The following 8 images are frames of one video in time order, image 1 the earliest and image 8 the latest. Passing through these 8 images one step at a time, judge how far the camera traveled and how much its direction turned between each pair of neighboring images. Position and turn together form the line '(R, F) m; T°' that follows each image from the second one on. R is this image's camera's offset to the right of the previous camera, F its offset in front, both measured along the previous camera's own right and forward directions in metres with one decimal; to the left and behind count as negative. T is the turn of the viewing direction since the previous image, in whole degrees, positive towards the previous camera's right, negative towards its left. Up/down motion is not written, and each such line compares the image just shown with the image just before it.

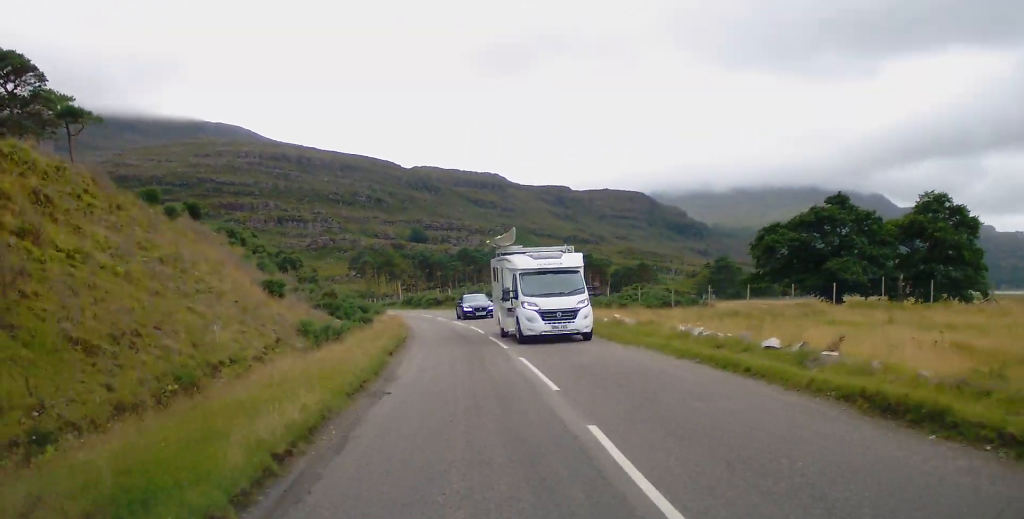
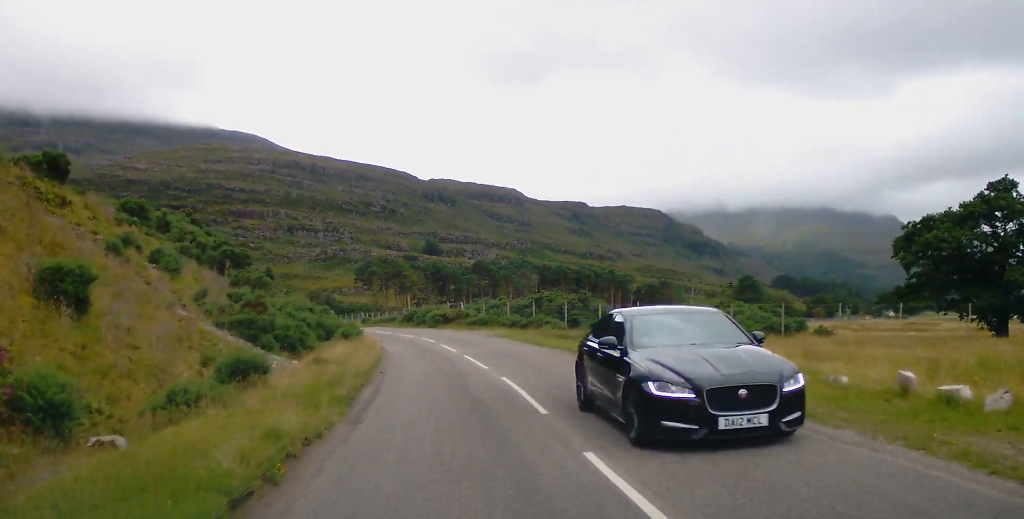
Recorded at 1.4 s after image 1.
(0.0, +19.1) m; -1°
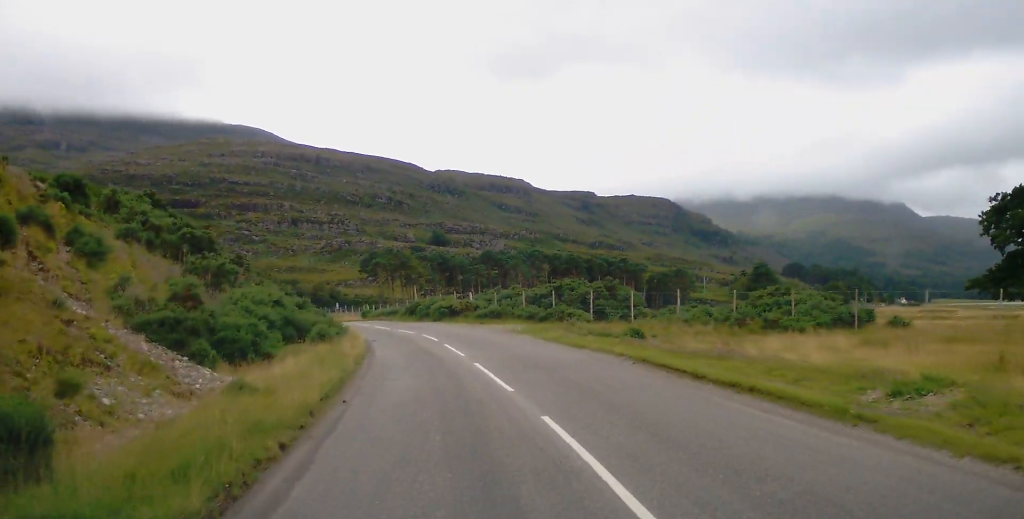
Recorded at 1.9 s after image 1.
(-0.1, +7.3) m; -1°
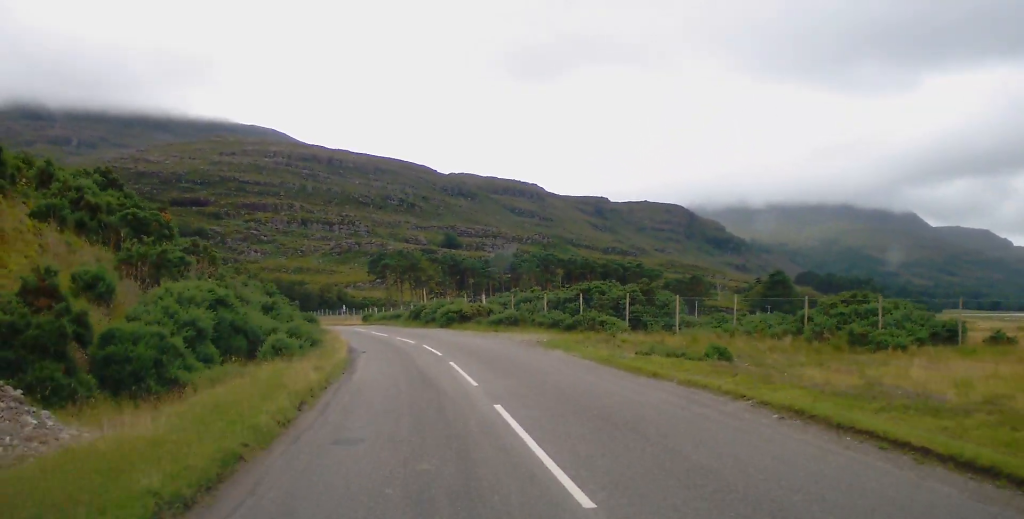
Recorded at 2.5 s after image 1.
(0.0, +7.4) m; -1°
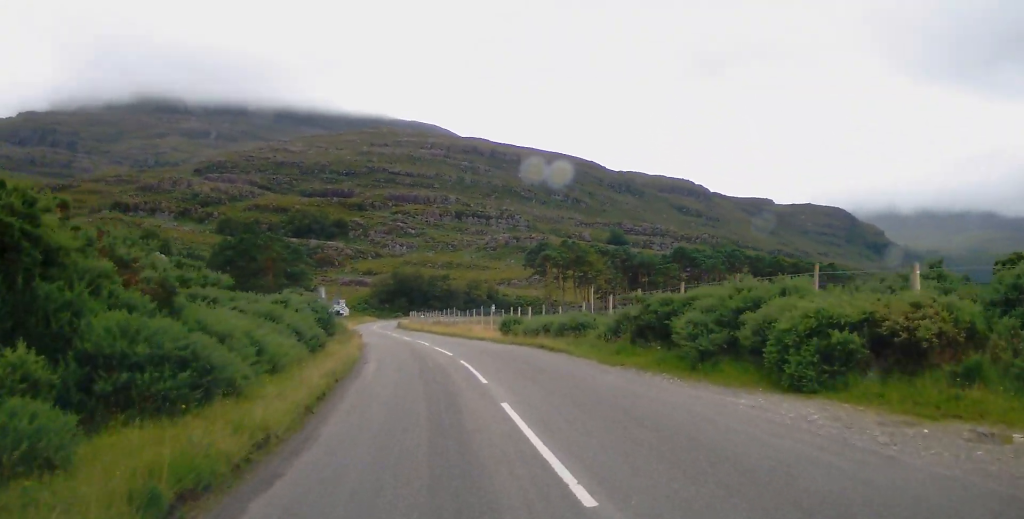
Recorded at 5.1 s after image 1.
(-3.2, +36.6) m; -11°
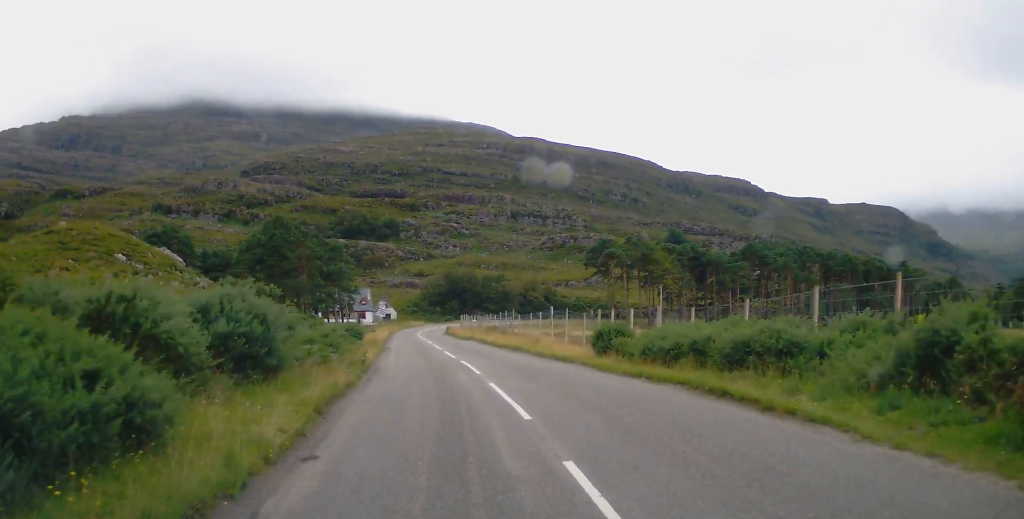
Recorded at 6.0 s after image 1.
(-0.5, +13.6) m; -3°
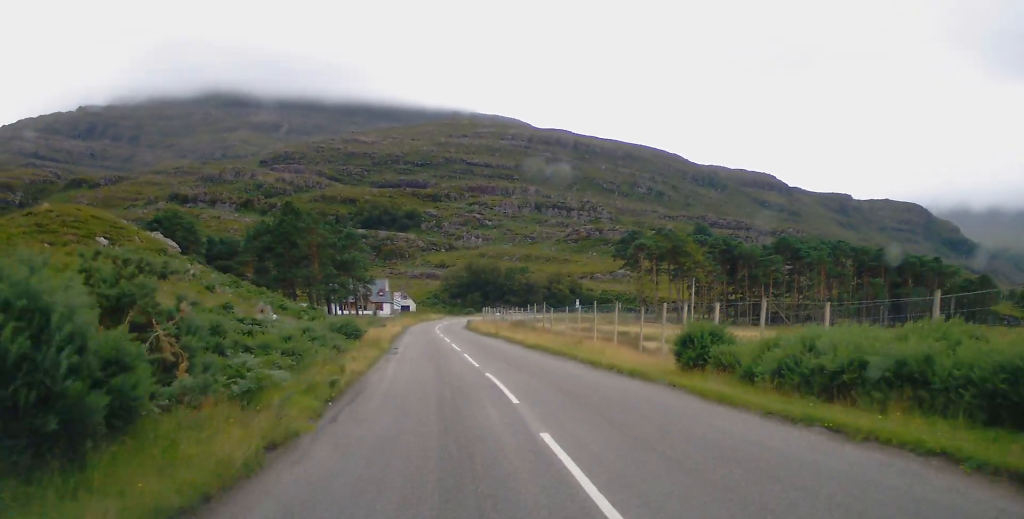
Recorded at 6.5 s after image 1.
(-0.1, +7.2) m; -1°
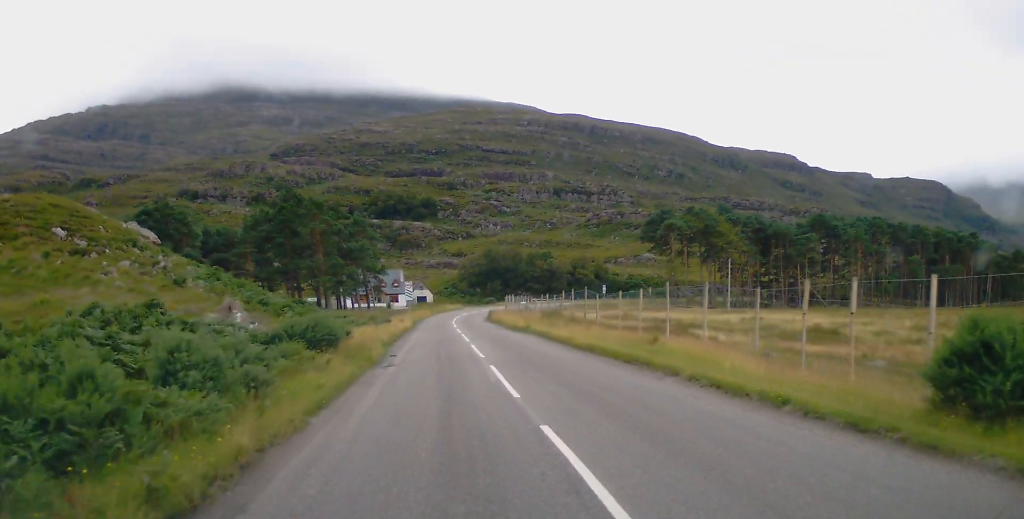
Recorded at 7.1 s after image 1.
(-0.1, +9.3) m; -2°
